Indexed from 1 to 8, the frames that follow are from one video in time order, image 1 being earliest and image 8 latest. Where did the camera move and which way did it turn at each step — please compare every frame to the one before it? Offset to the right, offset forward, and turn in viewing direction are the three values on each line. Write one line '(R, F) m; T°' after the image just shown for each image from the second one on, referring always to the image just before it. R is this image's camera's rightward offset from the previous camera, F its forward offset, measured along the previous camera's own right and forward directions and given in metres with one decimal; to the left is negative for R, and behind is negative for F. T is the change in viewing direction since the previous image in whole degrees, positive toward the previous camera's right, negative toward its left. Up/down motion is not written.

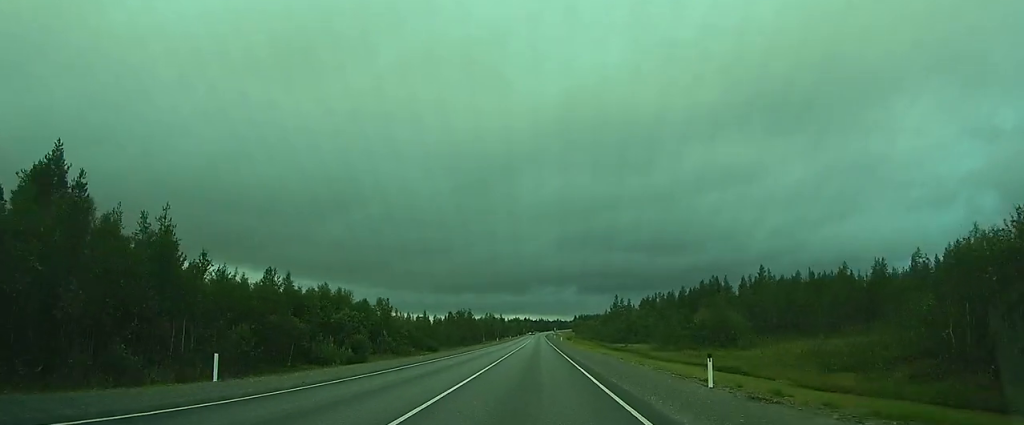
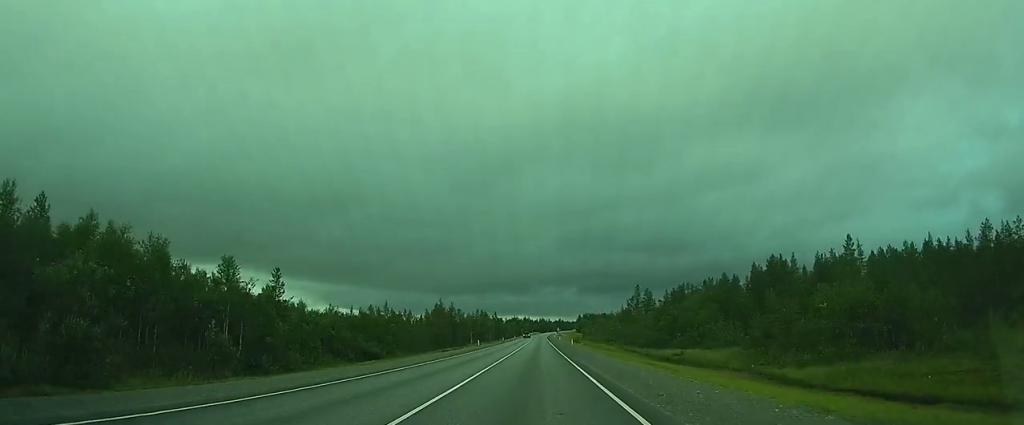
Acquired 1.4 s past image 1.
(-0.1, +35.6) m; -1°
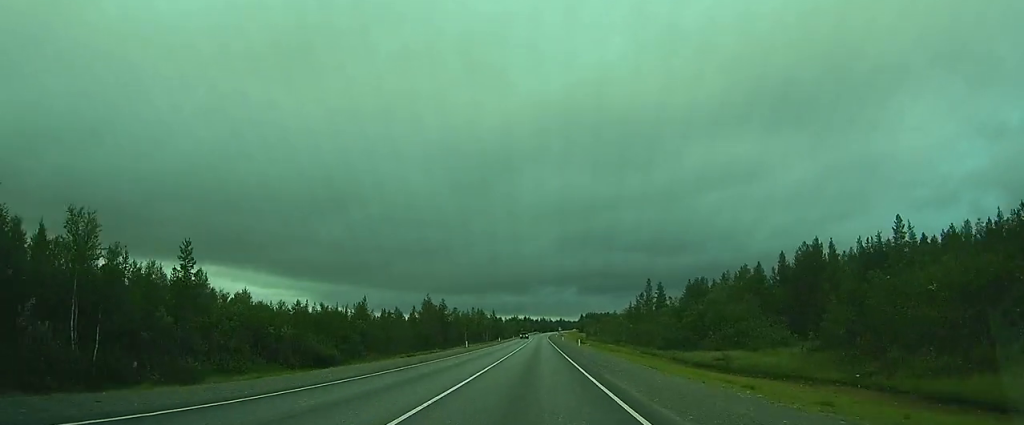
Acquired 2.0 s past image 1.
(0.0, +13.3) m; -1°
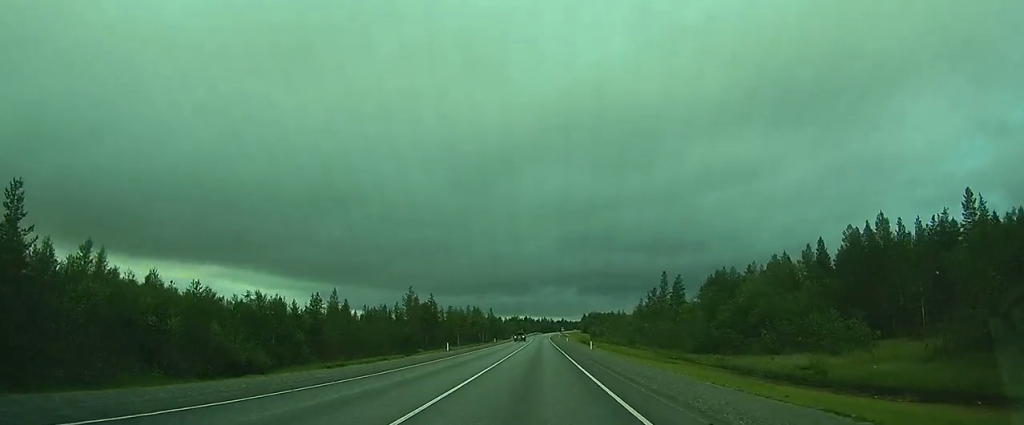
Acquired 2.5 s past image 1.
(-0.1, +14.2) m; 0°
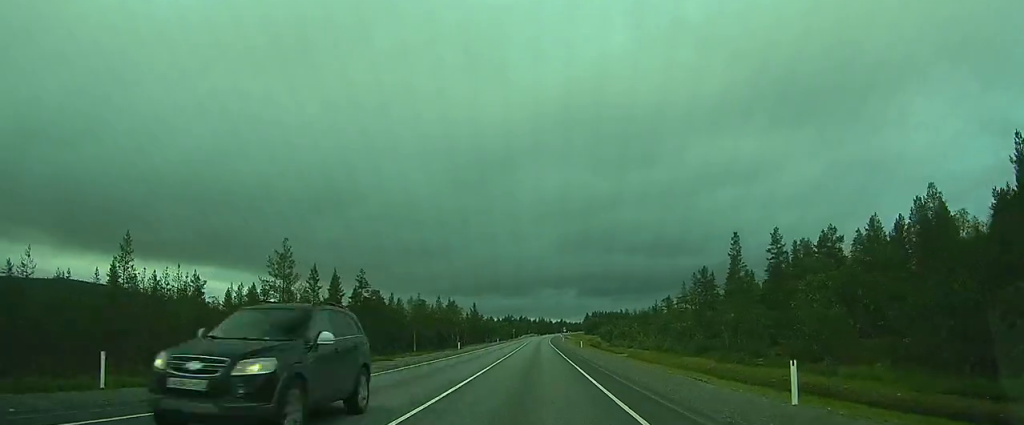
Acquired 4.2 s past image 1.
(+0.3, +41.8) m; +1°
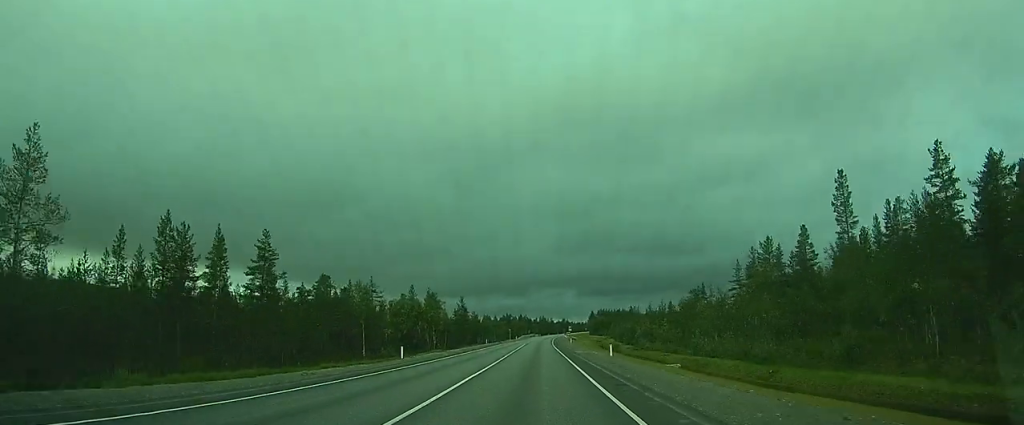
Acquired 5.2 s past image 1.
(-0.1, +25.1) m; 0°
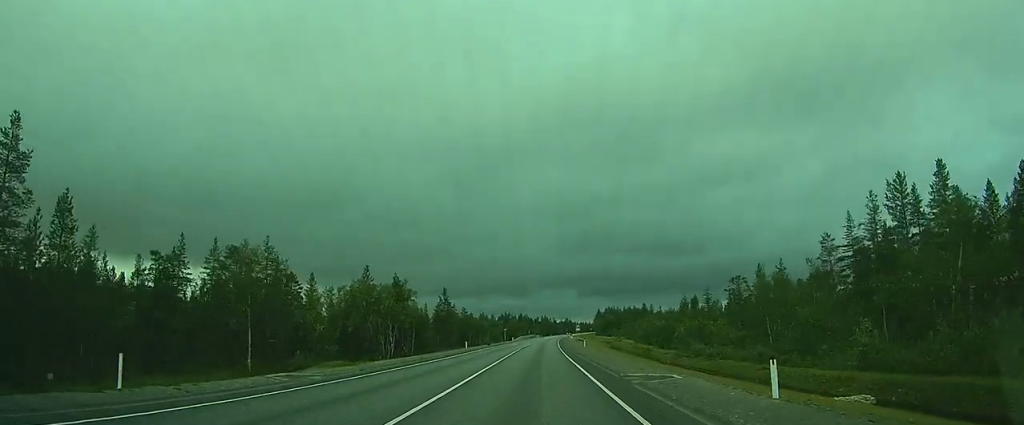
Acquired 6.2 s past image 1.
(0.0, +25.0) m; 0°
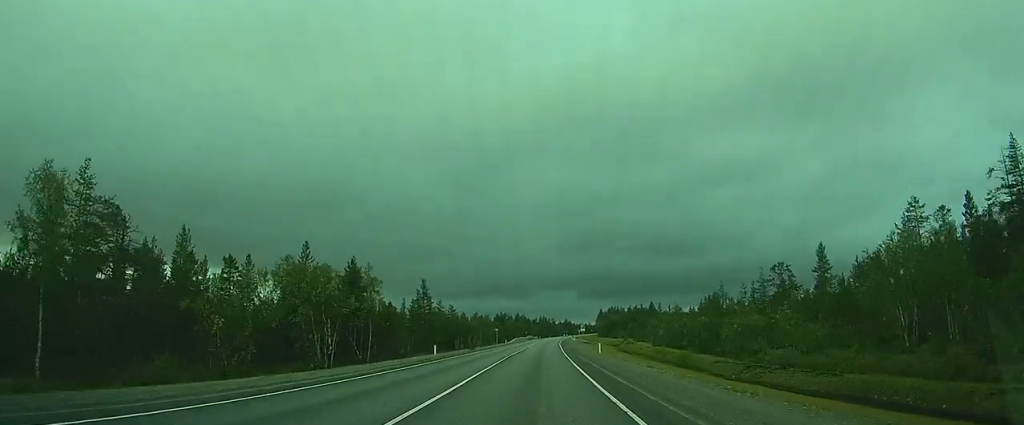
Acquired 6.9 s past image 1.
(0.0, +17.4) m; 0°
